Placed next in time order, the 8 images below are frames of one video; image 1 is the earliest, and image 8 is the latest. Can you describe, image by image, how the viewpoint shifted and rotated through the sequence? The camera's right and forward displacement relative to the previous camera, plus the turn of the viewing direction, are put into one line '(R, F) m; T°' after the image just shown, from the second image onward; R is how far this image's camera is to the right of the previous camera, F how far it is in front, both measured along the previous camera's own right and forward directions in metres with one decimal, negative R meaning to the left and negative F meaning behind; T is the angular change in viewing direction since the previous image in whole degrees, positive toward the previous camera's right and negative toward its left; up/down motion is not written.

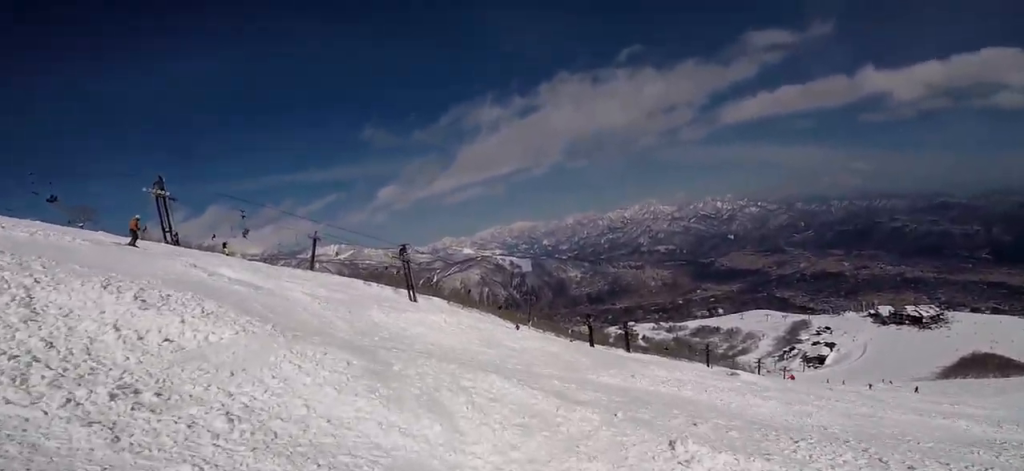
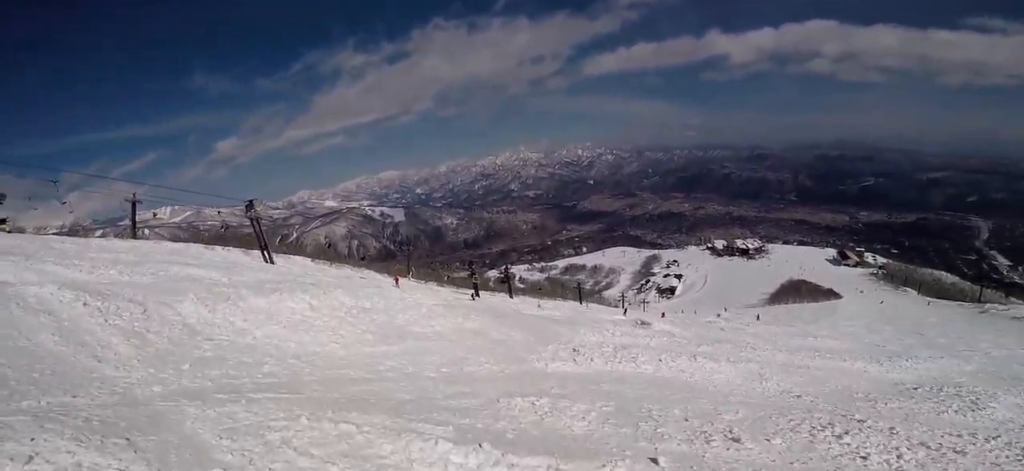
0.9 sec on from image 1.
(-0.9, +2.9) m; +19°
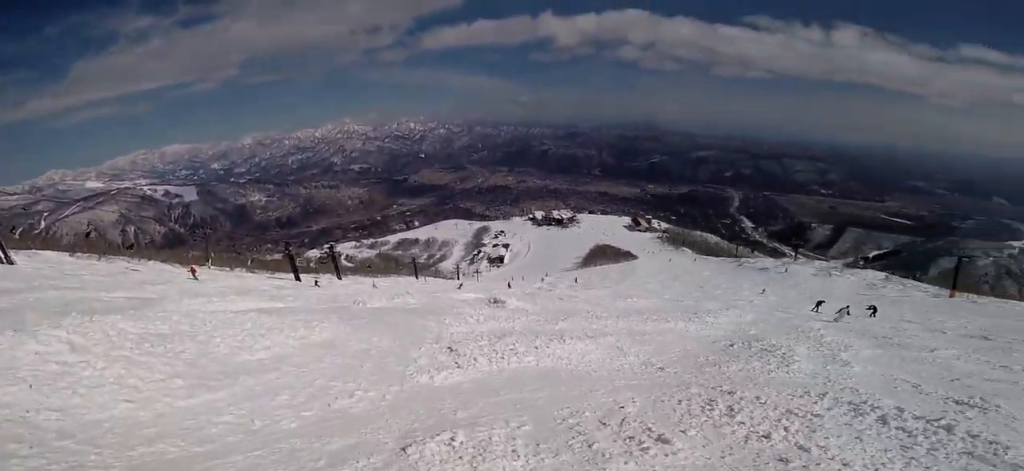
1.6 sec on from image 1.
(+1.2, +1.3) m; +48°
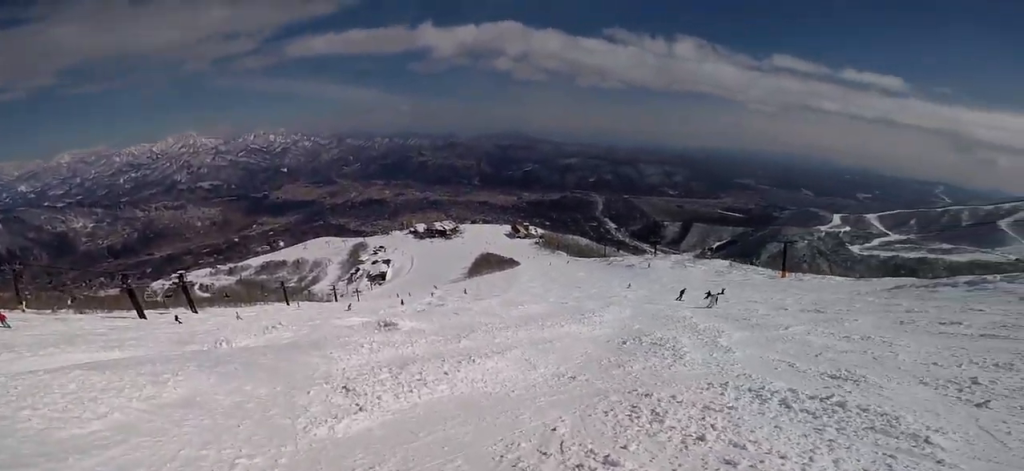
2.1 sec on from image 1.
(+0.2, +1.2) m; +29°
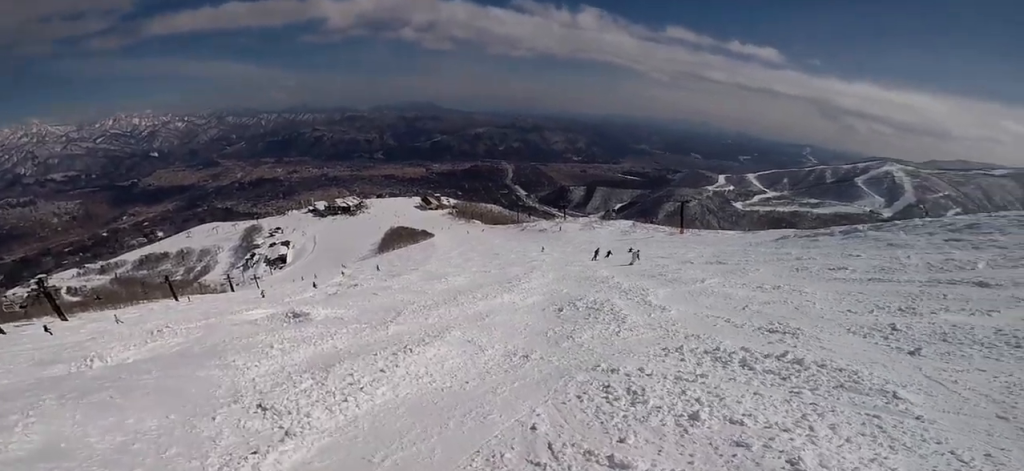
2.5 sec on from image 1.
(+0.5, +1.4) m; +10°
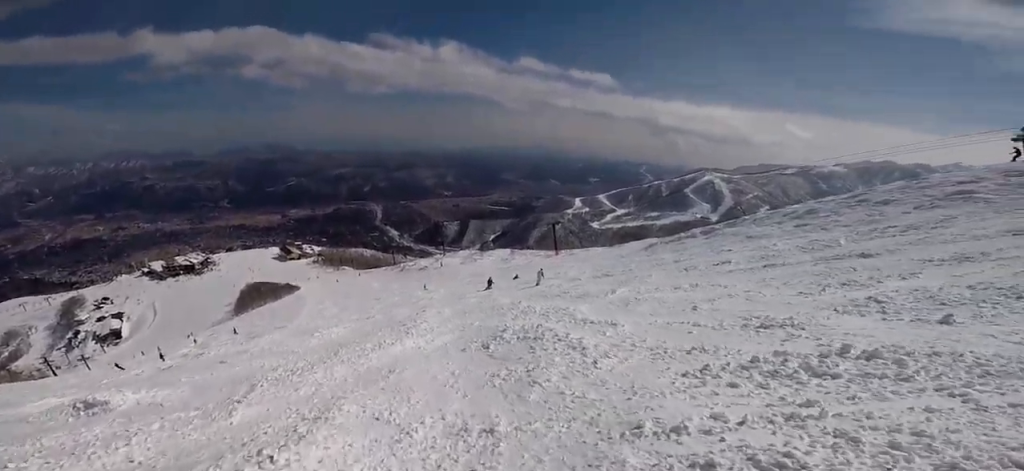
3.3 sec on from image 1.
(+0.5, +2.8) m; +16°
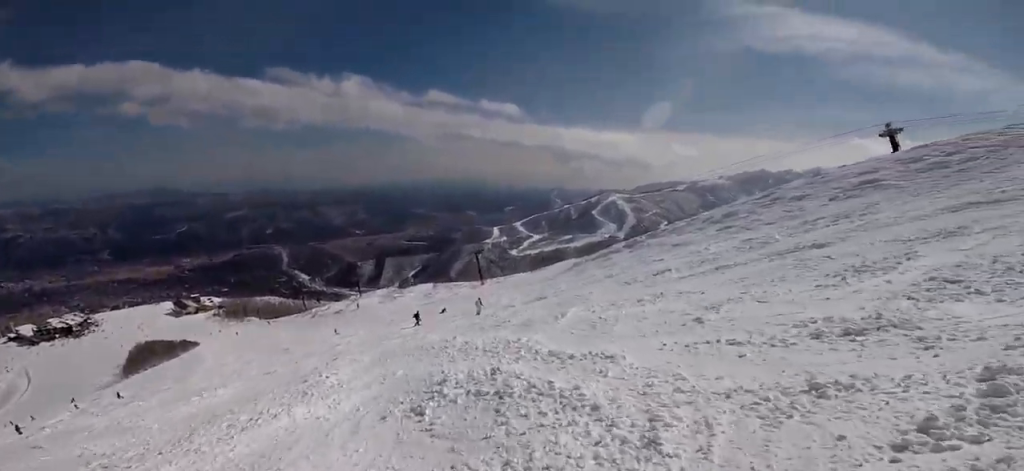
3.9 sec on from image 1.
(-0.2, +2.2) m; +9°
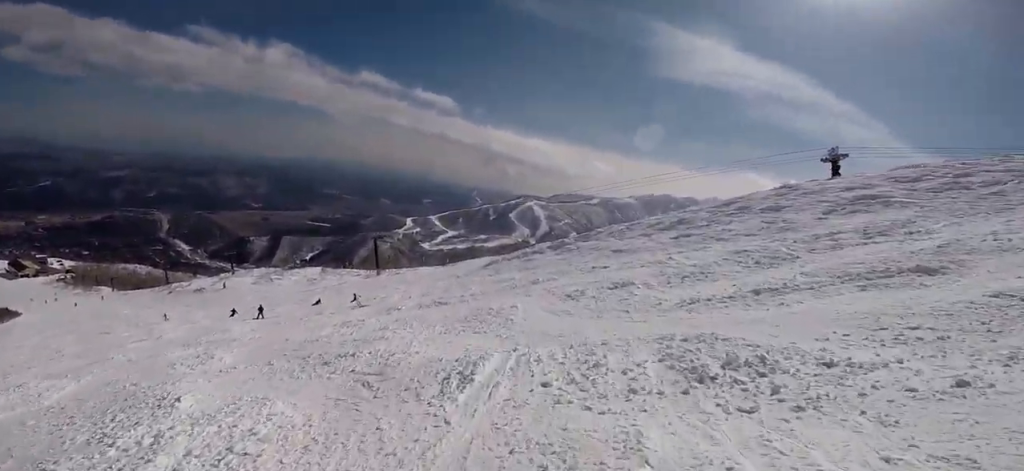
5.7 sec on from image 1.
(+0.6, +6.6) m; +7°
